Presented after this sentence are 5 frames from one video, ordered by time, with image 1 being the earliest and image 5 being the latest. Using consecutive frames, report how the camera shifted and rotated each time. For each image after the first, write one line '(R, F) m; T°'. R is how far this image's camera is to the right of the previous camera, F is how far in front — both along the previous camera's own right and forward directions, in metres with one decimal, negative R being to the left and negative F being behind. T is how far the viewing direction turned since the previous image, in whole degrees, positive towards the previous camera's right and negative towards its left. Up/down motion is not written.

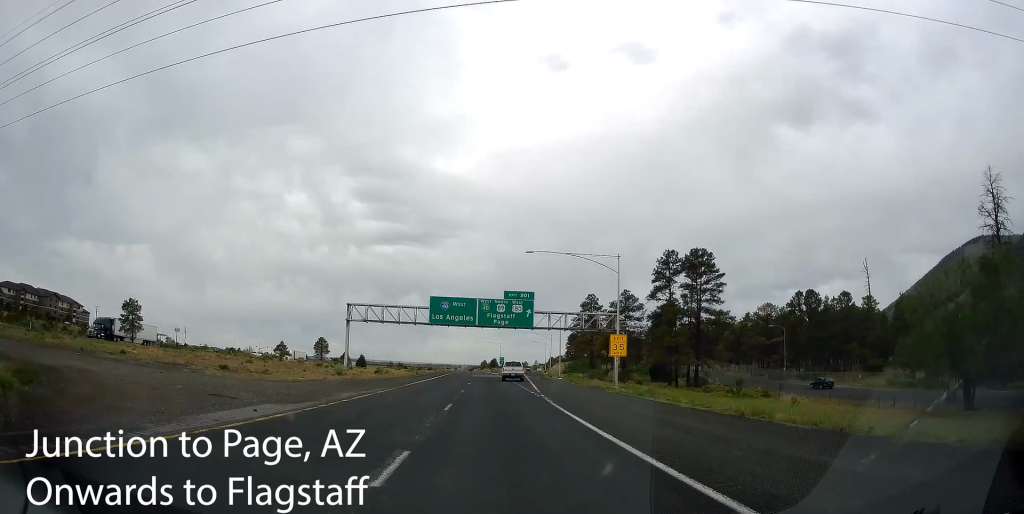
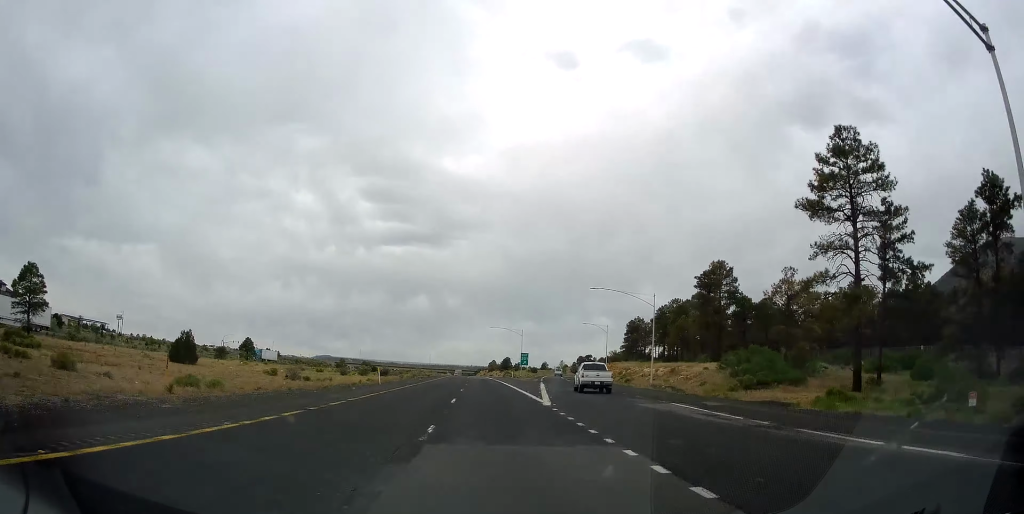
(-0.3, +80.4) m; -1°
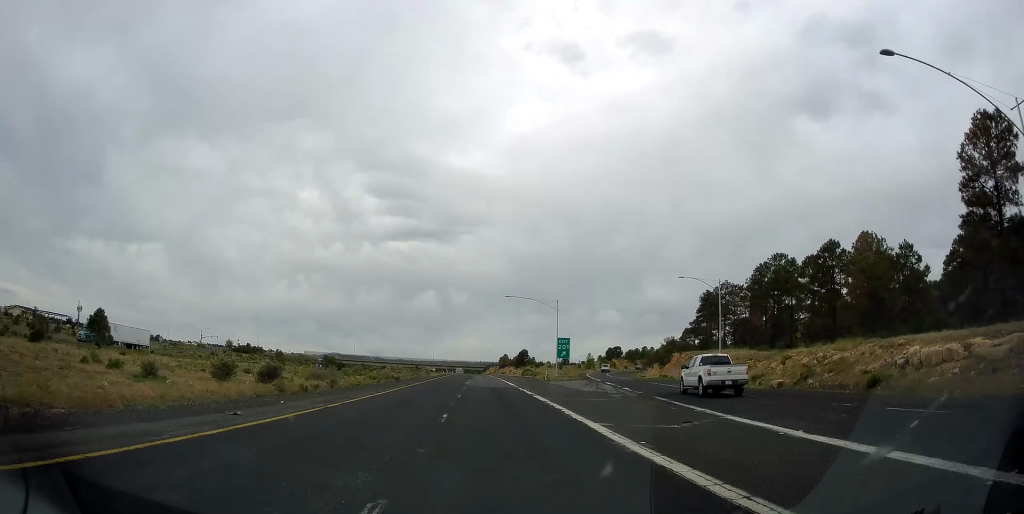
(-0.2, +45.3) m; 0°
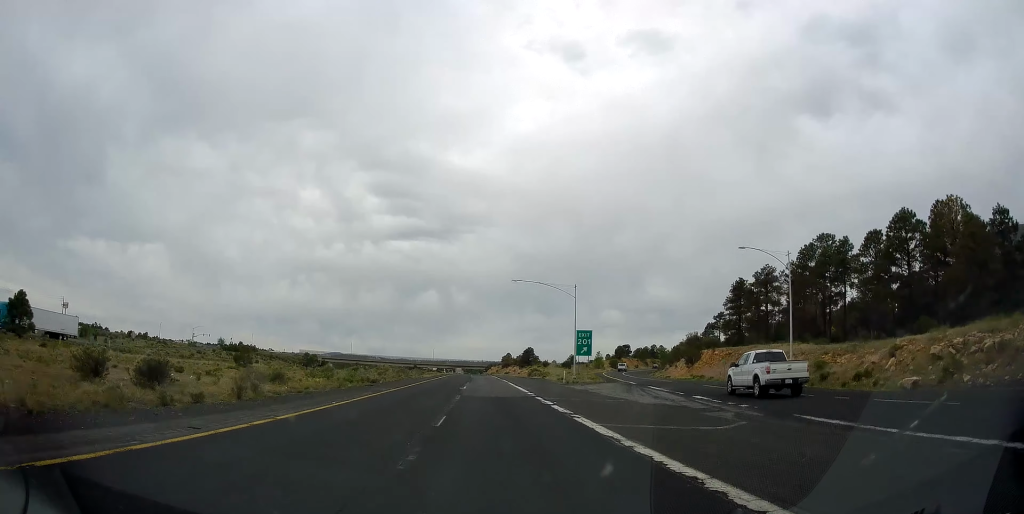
(-0.1, +13.1) m; 0°
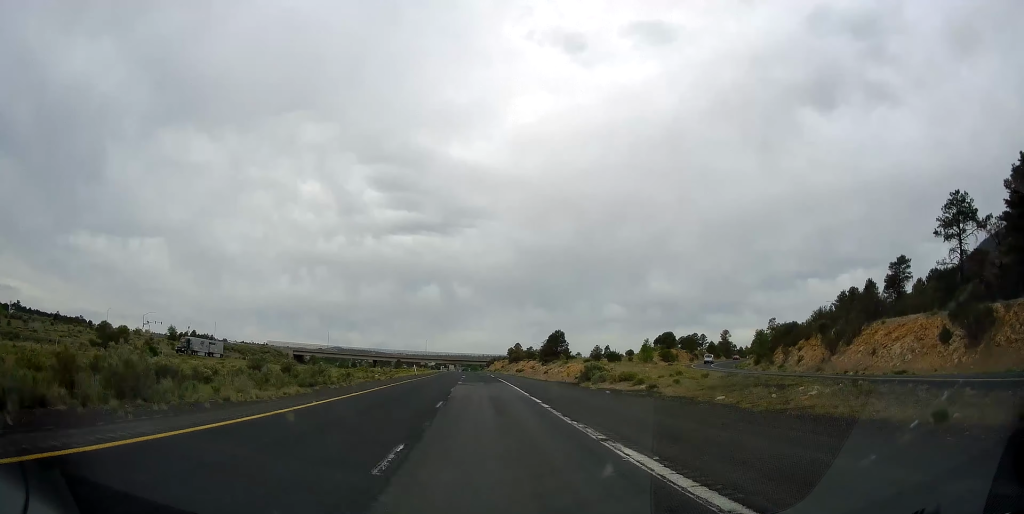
(-0.7, +55.7) m; -2°
